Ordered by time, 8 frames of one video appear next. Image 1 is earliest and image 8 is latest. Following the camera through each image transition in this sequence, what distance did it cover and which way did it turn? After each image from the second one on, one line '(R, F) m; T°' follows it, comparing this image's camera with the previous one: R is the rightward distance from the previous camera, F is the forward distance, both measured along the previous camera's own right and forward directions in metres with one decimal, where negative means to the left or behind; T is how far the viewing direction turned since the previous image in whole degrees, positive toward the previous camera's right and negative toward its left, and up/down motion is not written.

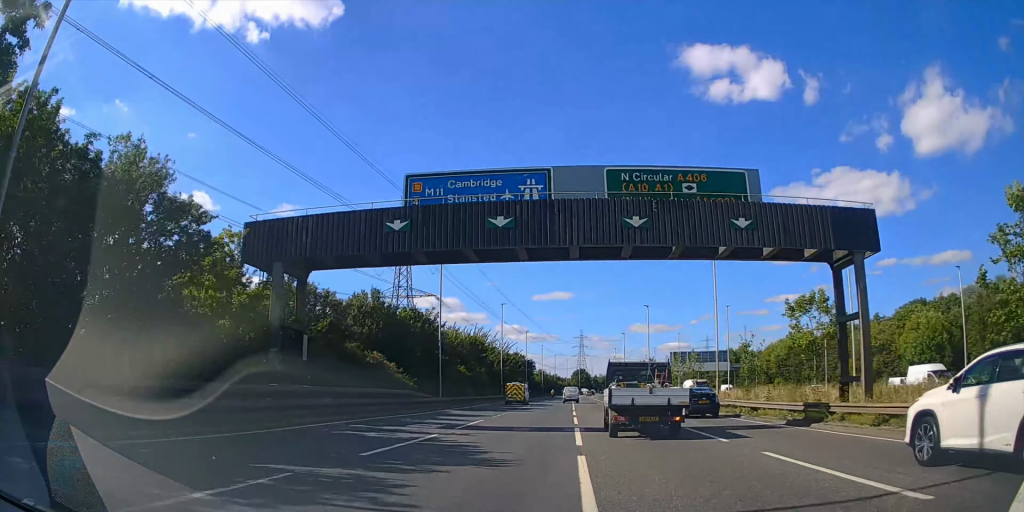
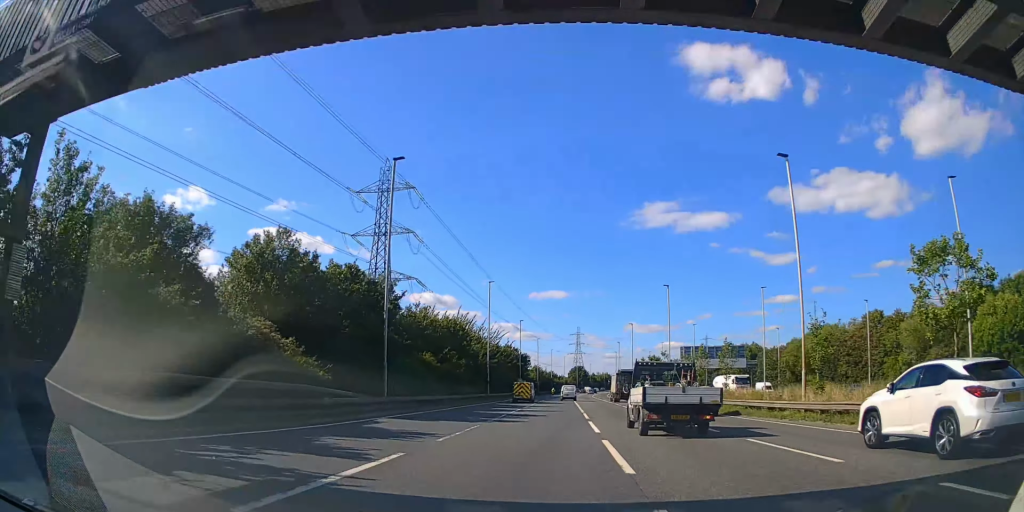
(0.0, +13.5) m; 0°
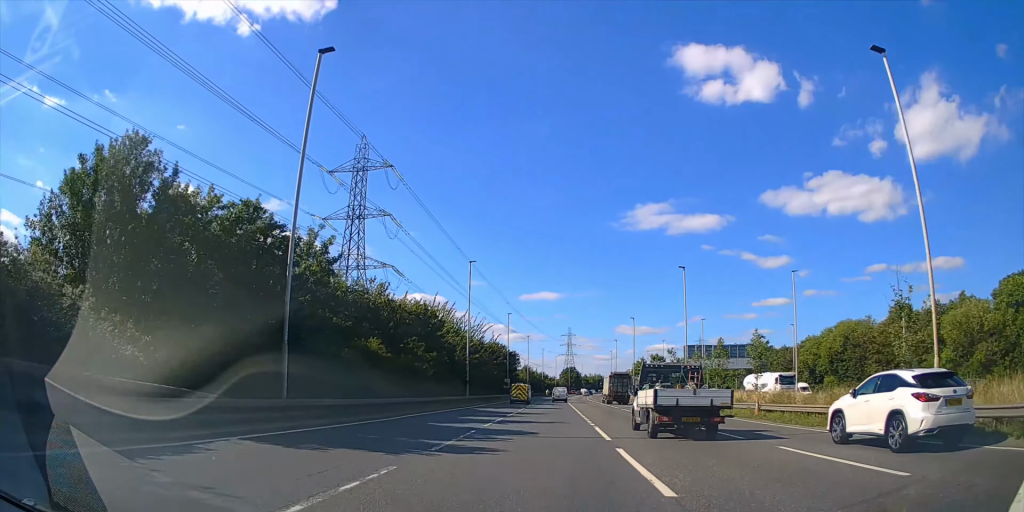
(0.0, +9.8) m; 0°
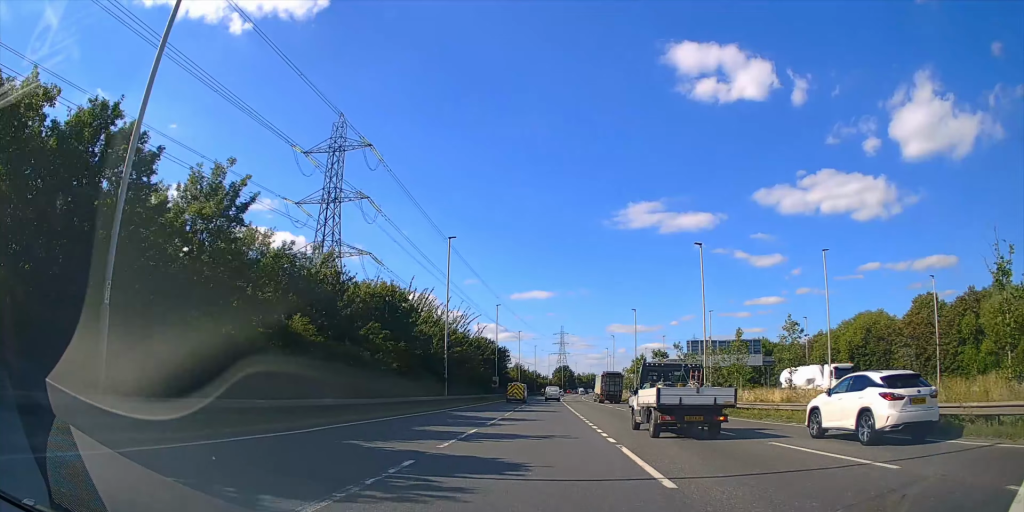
(+0.1, +8.8) m; +1°
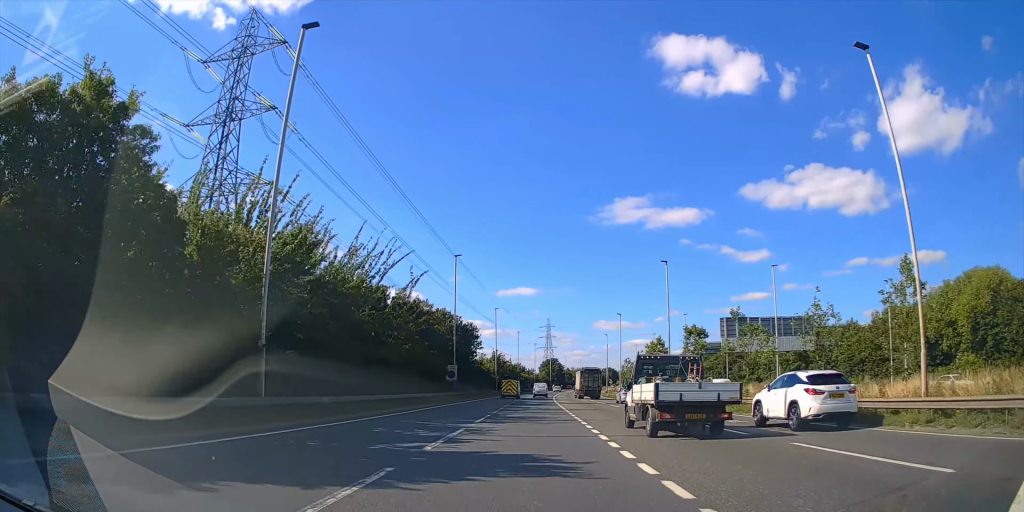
(+0.3, +27.1) m; +1°
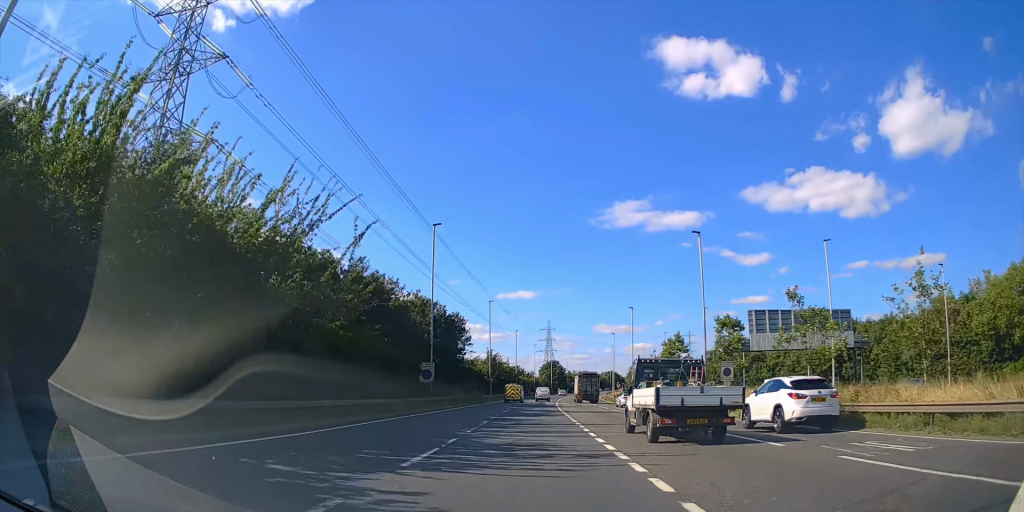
(+0.1, +11.3) m; 0°
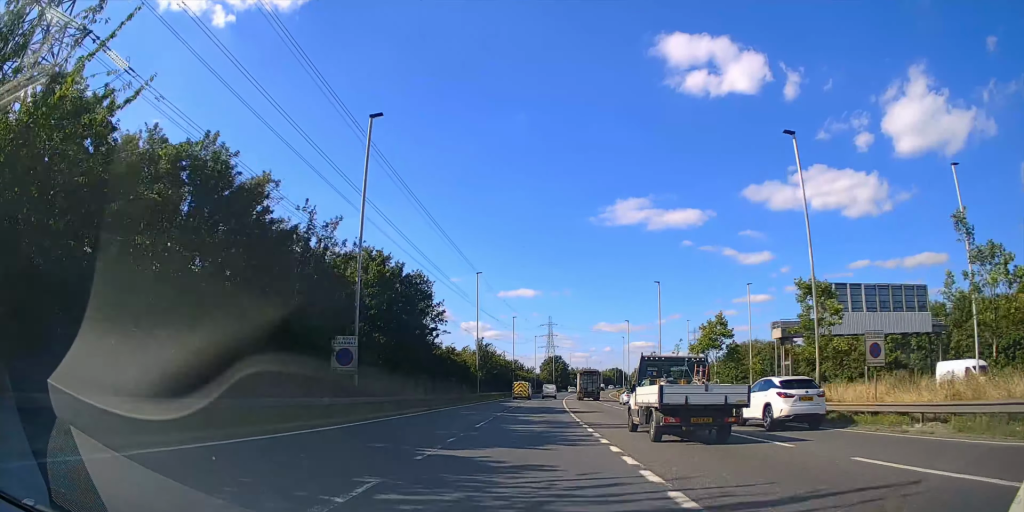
(+0.1, +16.3) m; 0°
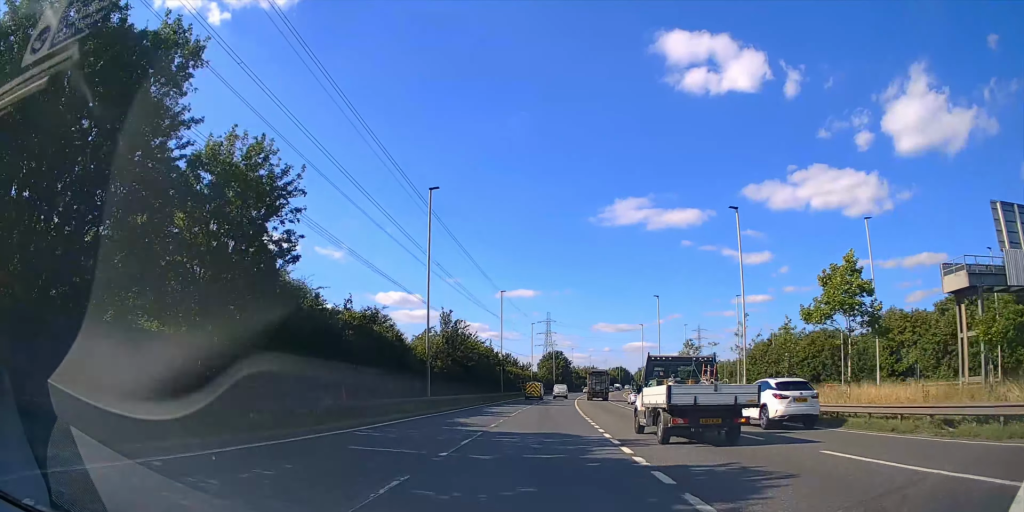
(0.0, +26.7) m; 0°
